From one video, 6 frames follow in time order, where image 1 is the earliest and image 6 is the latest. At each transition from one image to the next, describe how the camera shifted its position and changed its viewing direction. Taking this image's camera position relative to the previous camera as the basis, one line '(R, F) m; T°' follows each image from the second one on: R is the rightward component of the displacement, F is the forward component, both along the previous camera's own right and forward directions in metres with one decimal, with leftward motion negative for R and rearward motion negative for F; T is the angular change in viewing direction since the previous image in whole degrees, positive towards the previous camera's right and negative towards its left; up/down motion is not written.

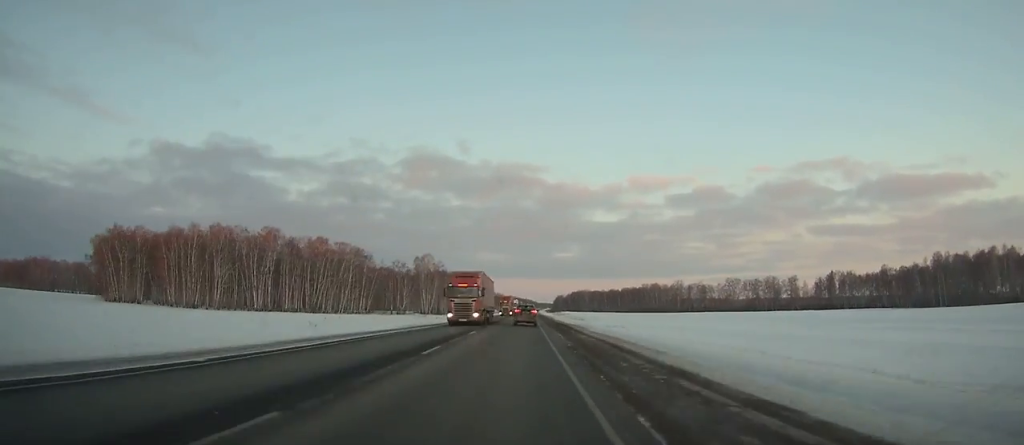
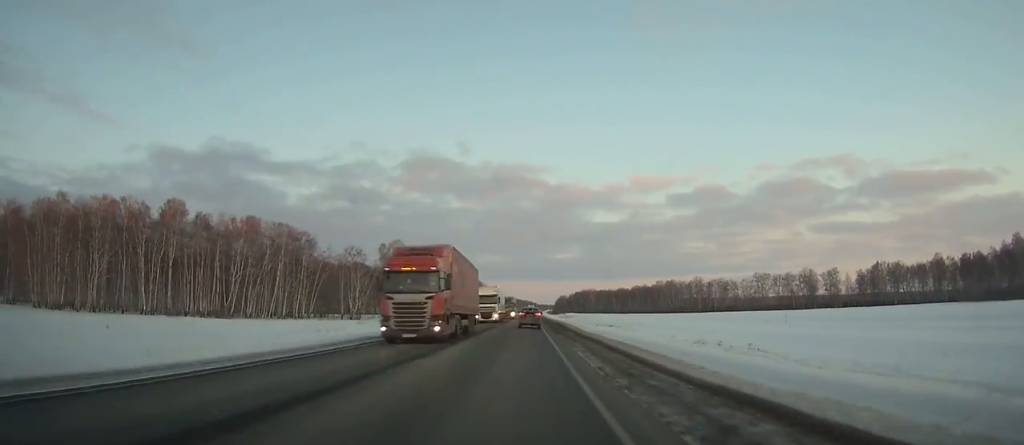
(-0.1, +51.4) m; 0°
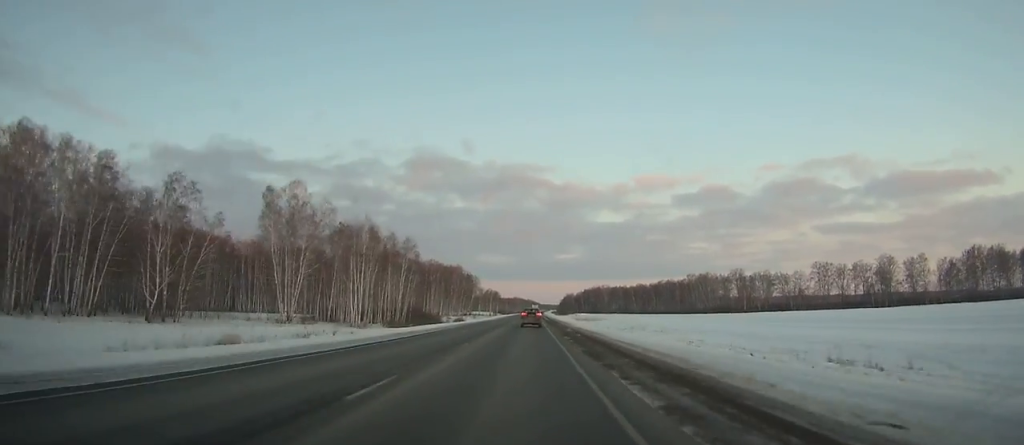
(+0.1, +74.9) m; 0°
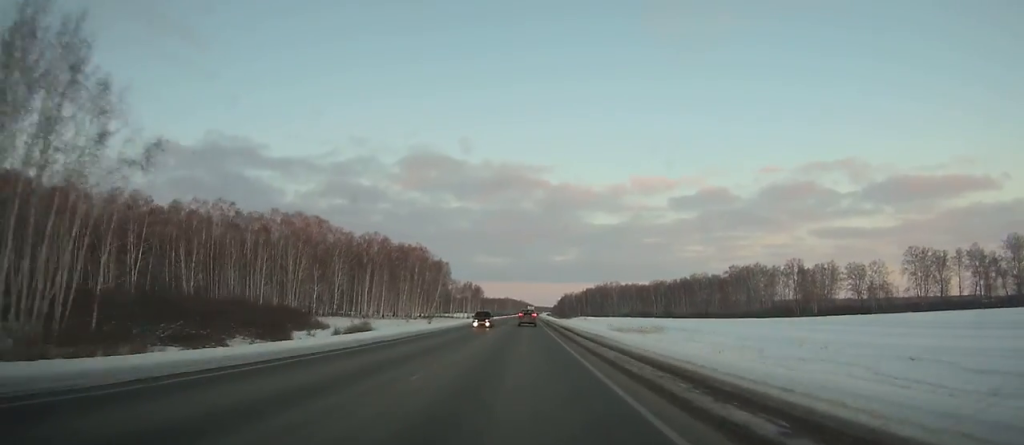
(-0.1, +80.8) m; 0°
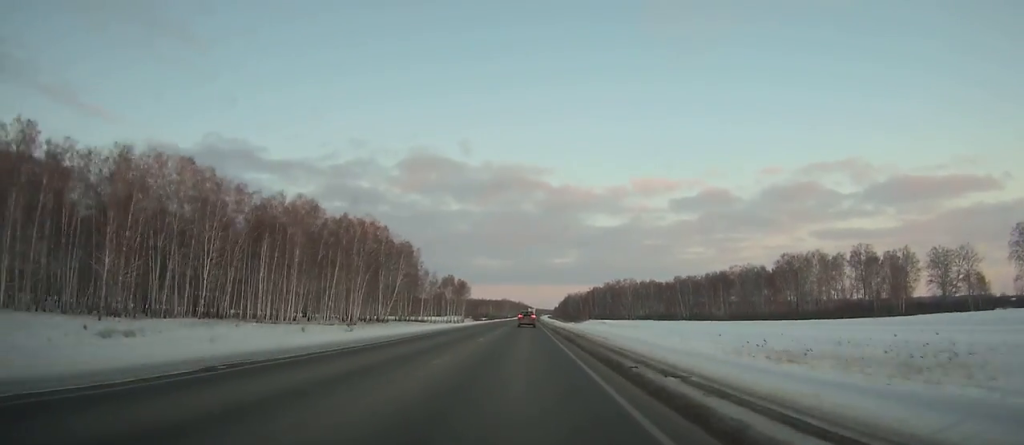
(+0.3, +54.8) m; 0°
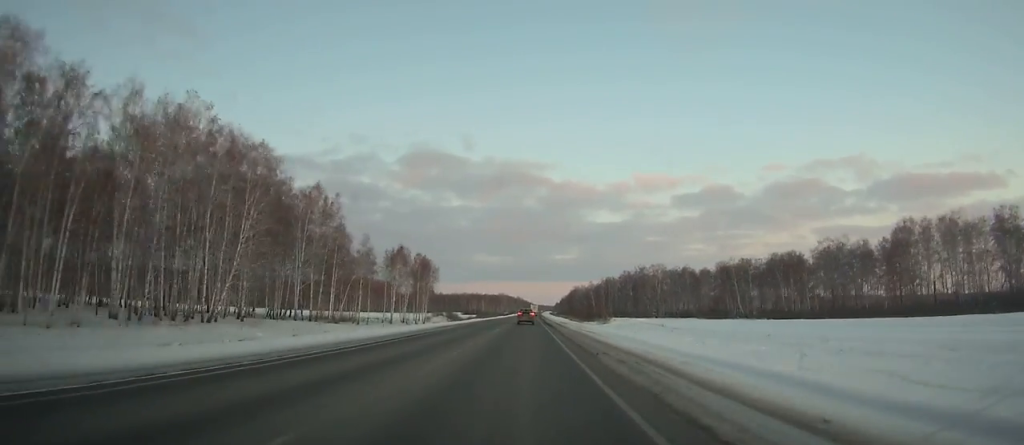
(+0.2, +69.2) m; 0°
